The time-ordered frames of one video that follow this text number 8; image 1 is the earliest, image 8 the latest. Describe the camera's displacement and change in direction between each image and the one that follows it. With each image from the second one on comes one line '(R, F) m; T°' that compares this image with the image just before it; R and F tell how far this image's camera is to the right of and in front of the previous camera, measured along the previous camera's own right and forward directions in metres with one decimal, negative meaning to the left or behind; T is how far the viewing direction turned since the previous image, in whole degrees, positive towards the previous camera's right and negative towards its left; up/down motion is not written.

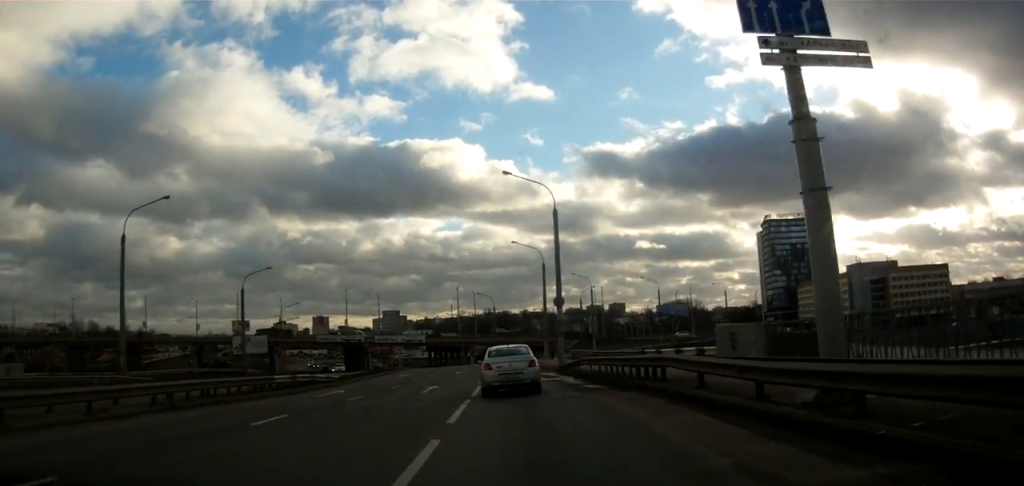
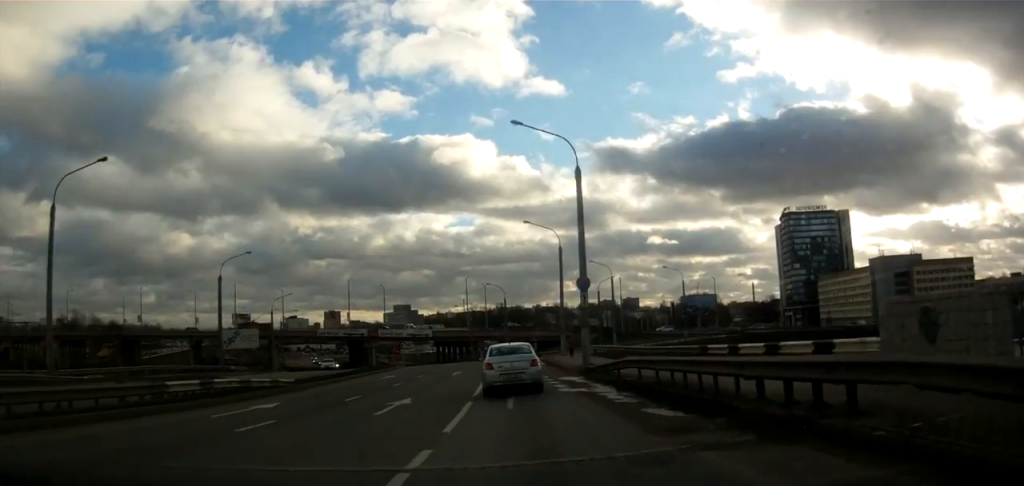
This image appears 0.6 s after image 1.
(0.0, +8.6) m; -1°
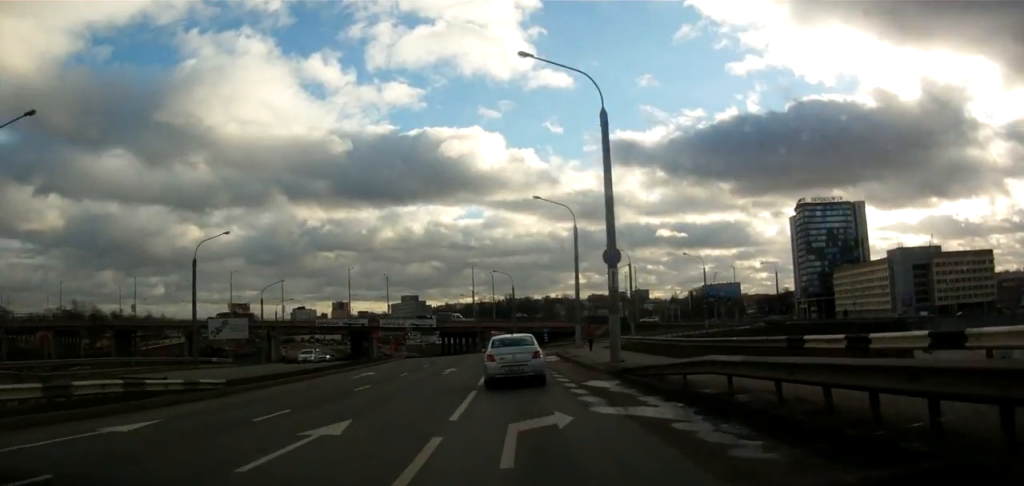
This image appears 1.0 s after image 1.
(0.0, +7.3) m; -1°
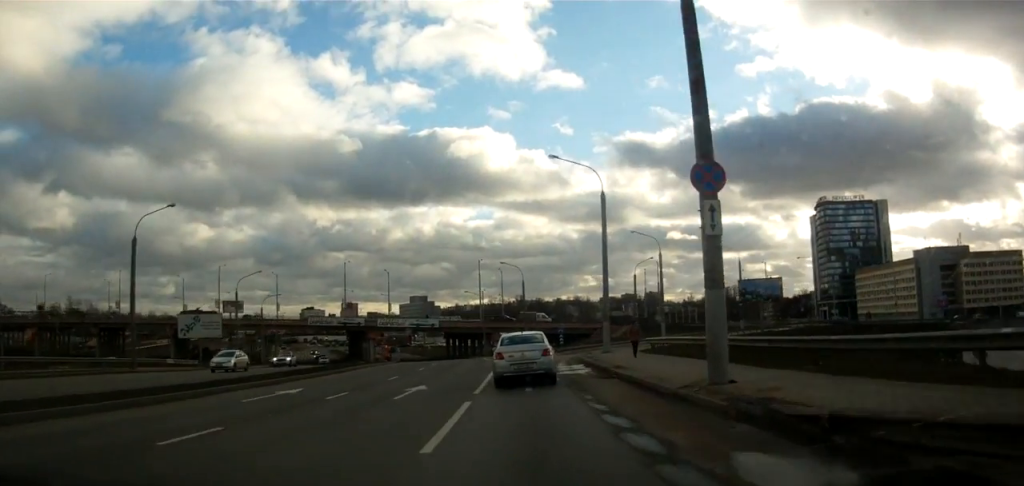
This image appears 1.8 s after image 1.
(-0.2, +11.3) m; -1°
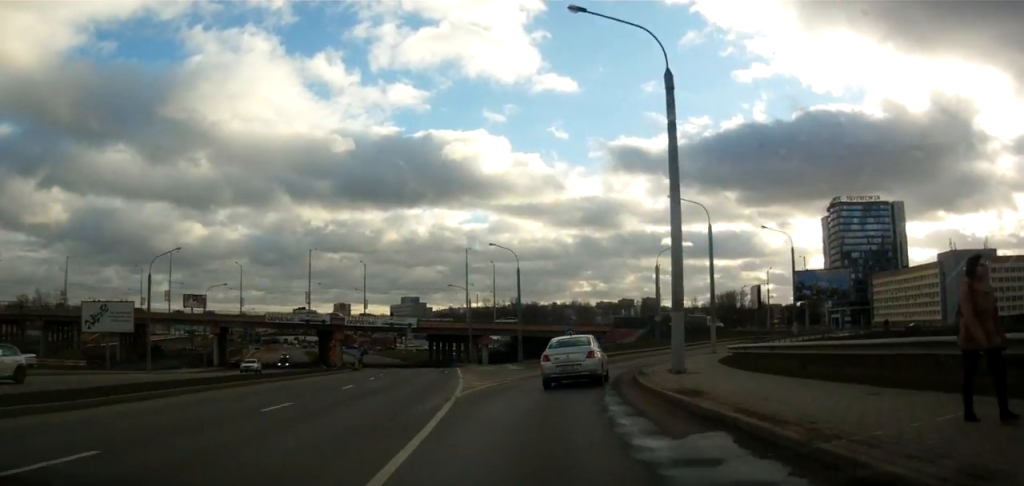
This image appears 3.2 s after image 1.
(+0.1, +18.9) m; +1°
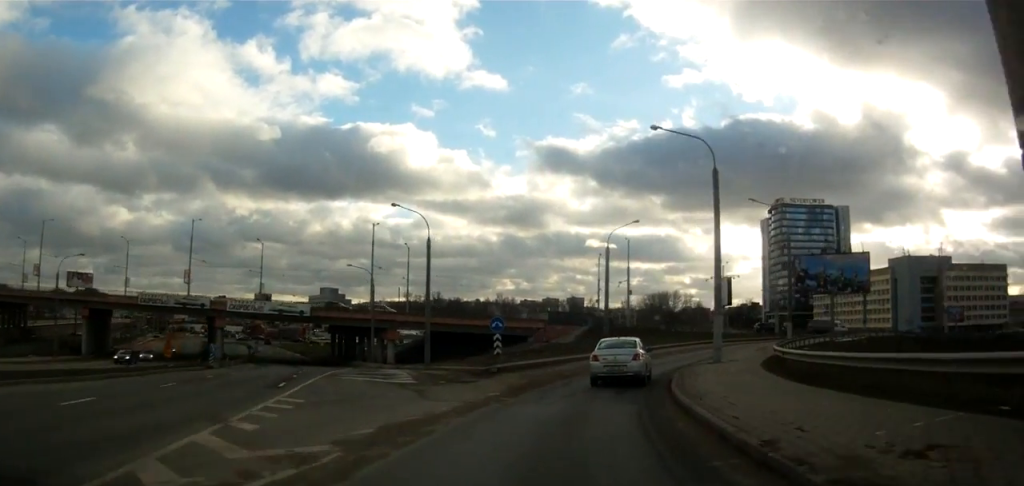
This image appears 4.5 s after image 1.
(+0.6, +17.7) m; +7°
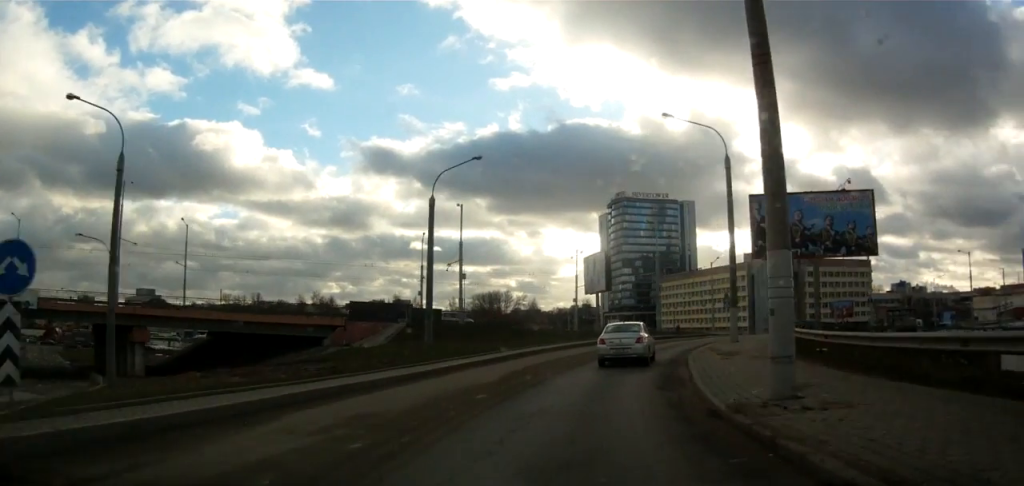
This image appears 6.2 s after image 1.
(+2.6, +21.8) m; +14°
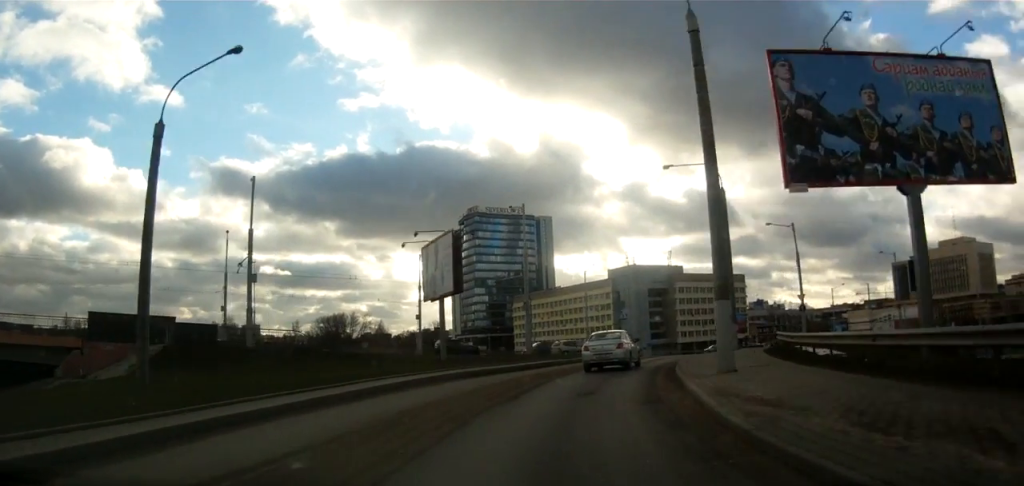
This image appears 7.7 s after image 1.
(+2.0, +17.8) m; +14°
